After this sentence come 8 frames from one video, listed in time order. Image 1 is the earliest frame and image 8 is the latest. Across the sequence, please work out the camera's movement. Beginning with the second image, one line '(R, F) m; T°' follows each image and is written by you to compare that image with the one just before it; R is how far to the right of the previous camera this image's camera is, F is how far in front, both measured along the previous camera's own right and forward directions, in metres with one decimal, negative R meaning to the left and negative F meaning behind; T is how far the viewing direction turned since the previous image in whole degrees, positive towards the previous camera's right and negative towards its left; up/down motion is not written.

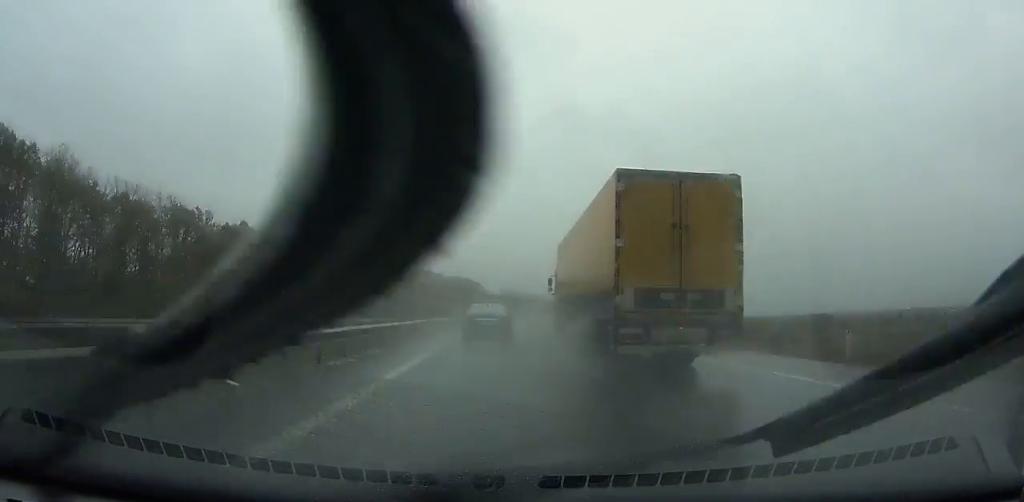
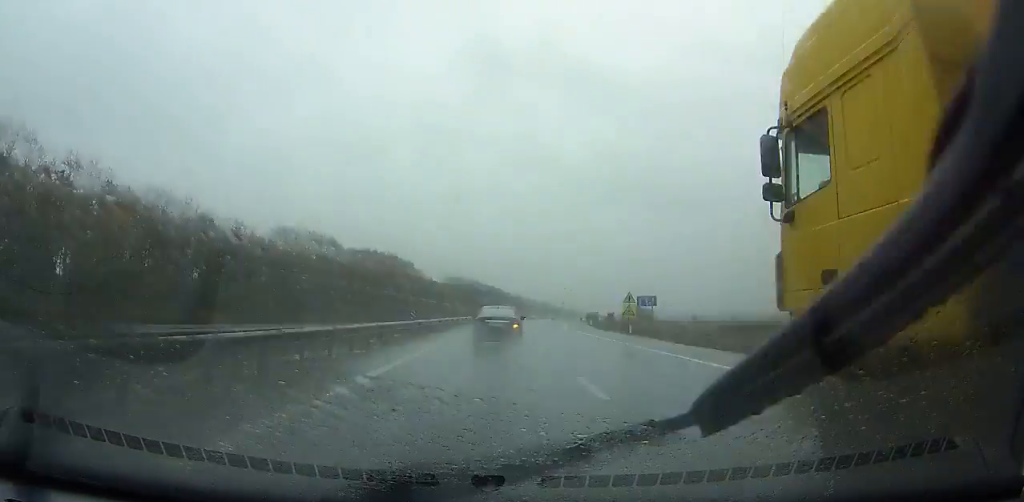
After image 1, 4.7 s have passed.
(+5.0, +123.1) m; +5°
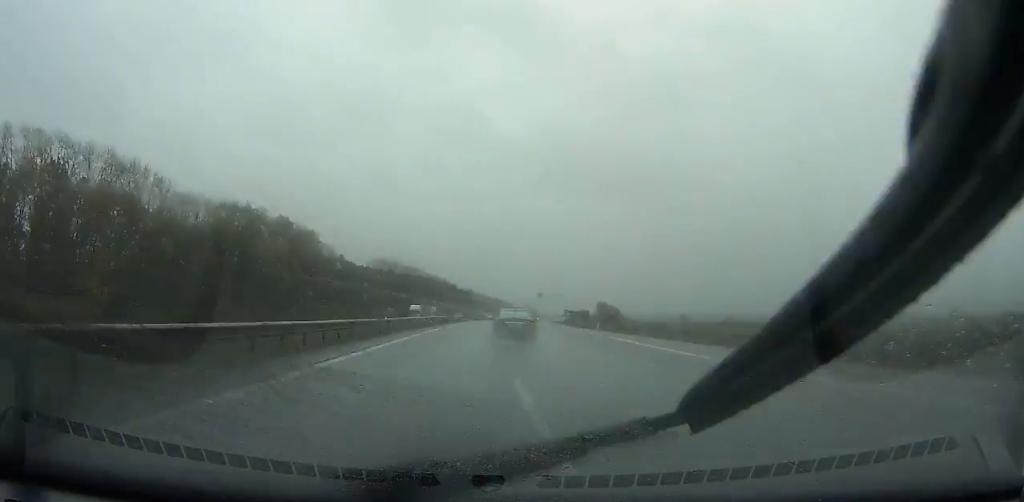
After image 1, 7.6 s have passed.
(+1.9, +76.2) m; +3°
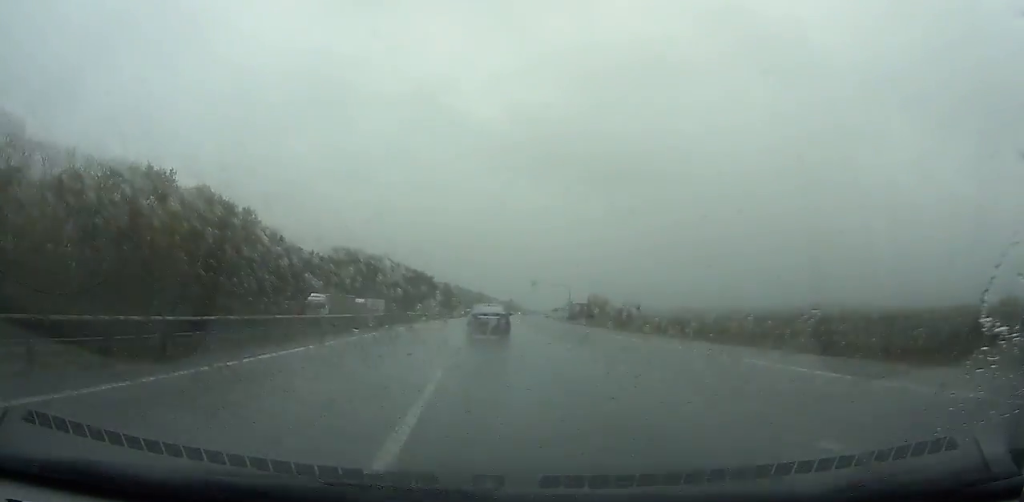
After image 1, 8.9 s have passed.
(+1.1, +33.8) m; +1°
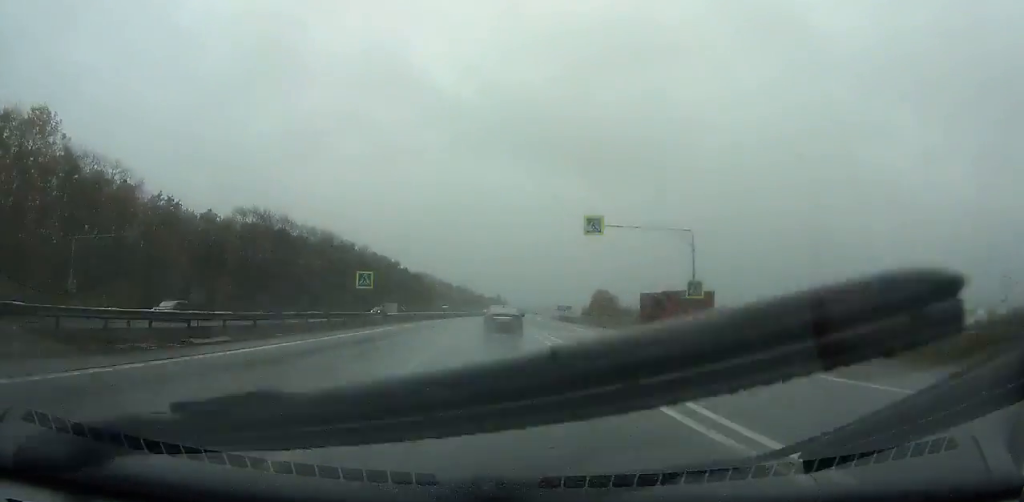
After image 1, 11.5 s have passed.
(+1.6, +67.3) m; +2°
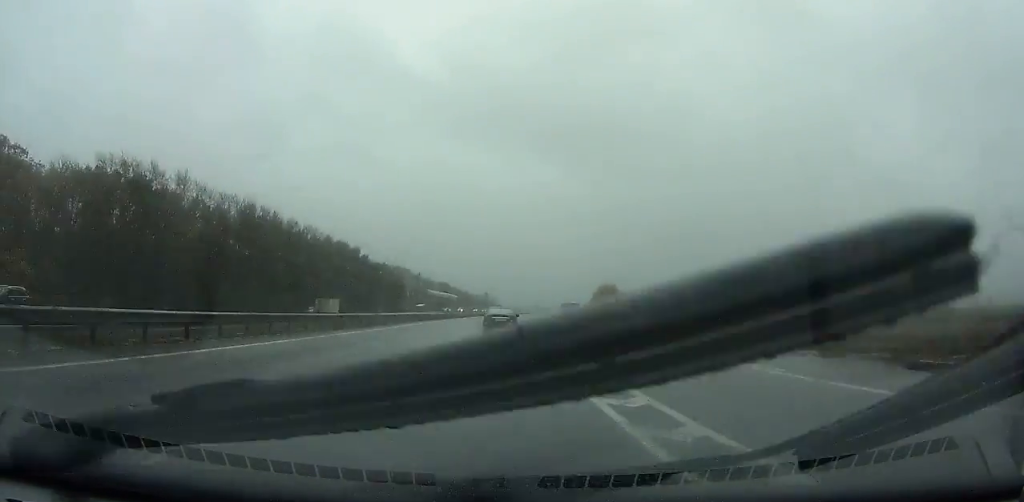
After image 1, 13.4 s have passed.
(+0.4, +48.6) m; +1°
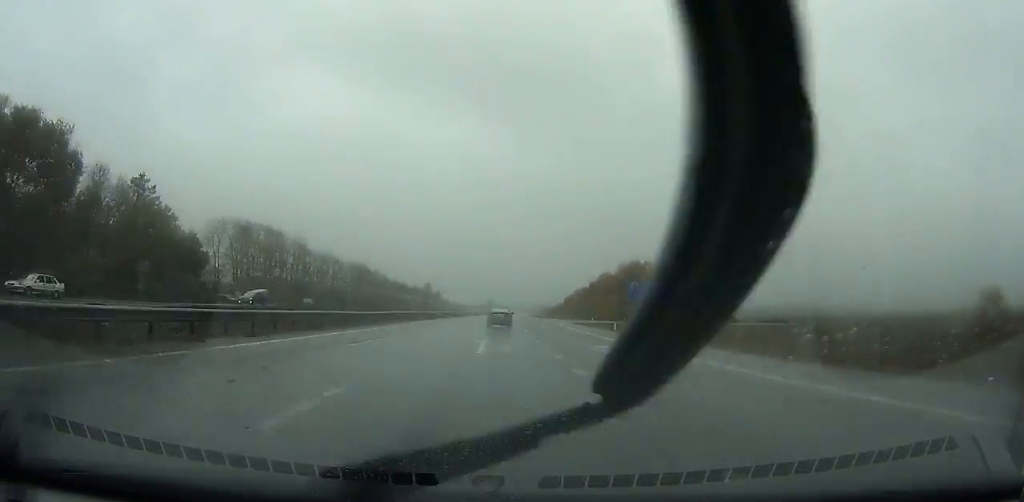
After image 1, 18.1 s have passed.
(+4.4, +118.5) m; +4°
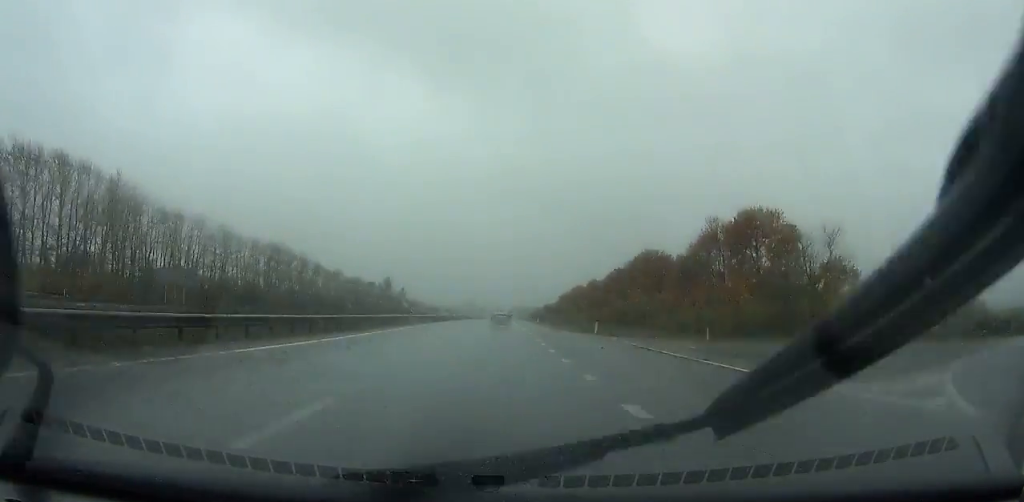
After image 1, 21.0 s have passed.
(+1.8, +72.9) m; +2°
